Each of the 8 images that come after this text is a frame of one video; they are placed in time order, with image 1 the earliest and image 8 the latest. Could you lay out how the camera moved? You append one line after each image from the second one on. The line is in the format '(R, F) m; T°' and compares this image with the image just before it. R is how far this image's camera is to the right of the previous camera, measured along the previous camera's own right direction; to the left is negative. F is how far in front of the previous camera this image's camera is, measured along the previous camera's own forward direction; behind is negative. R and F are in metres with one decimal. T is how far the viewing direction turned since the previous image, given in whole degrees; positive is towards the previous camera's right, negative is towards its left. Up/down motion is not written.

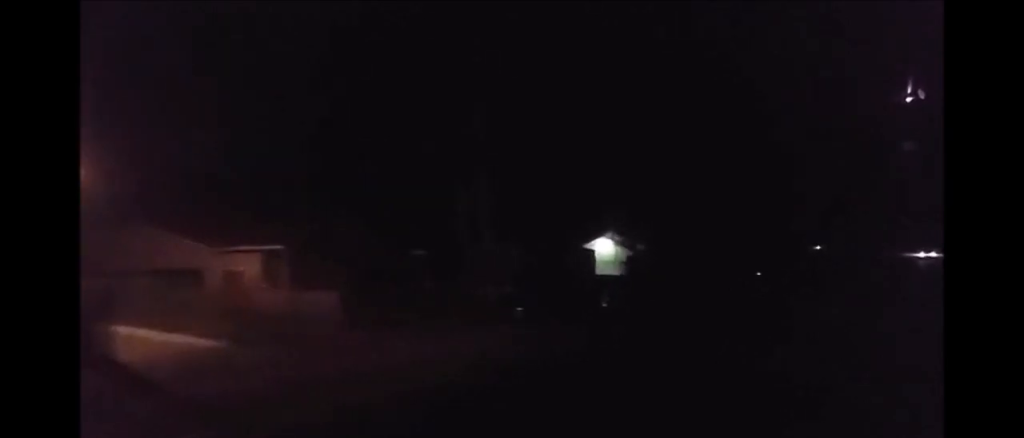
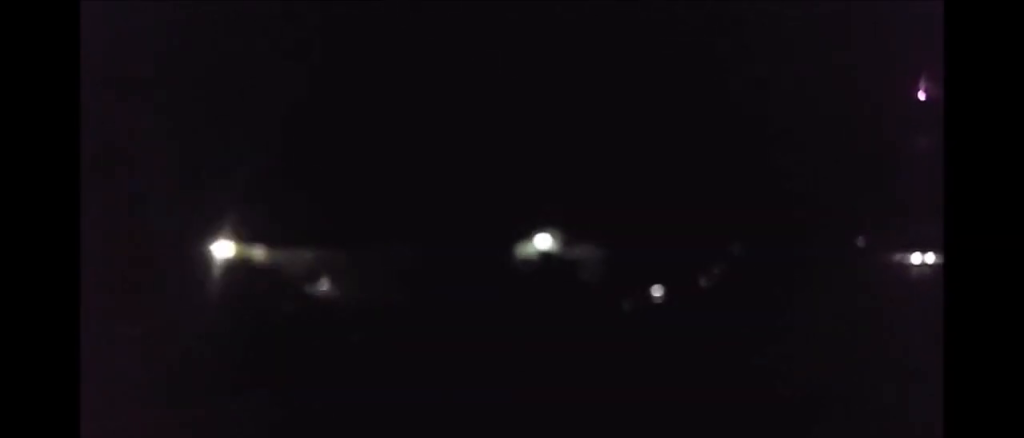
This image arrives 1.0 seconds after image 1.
(+0.1, +12.2) m; +1°
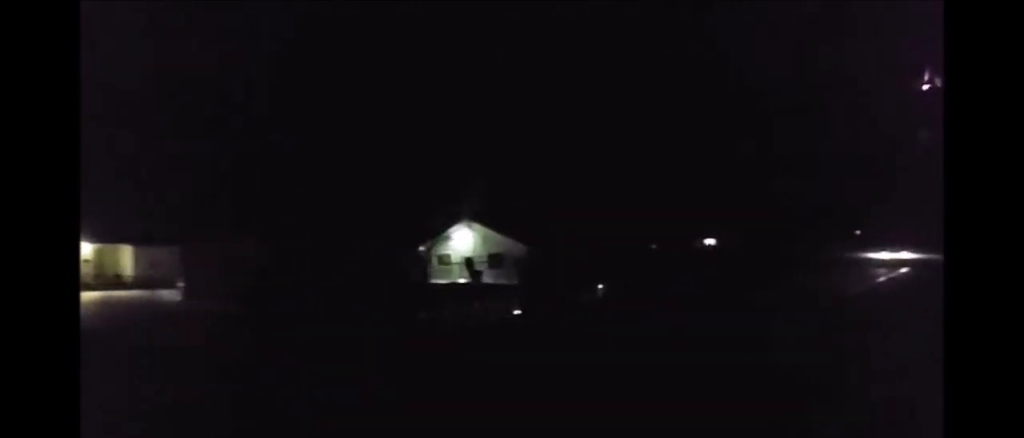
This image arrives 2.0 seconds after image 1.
(0.0, +11.8) m; 0°
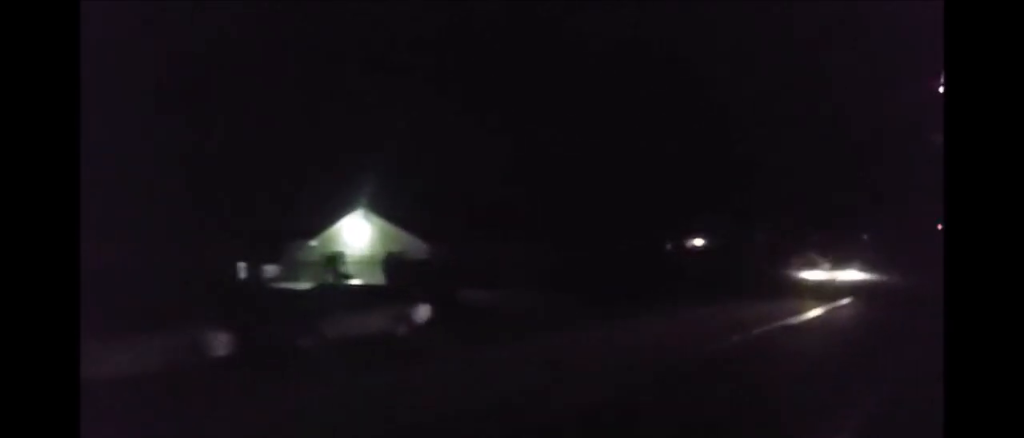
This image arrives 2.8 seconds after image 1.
(0.0, +10.5) m; -1°
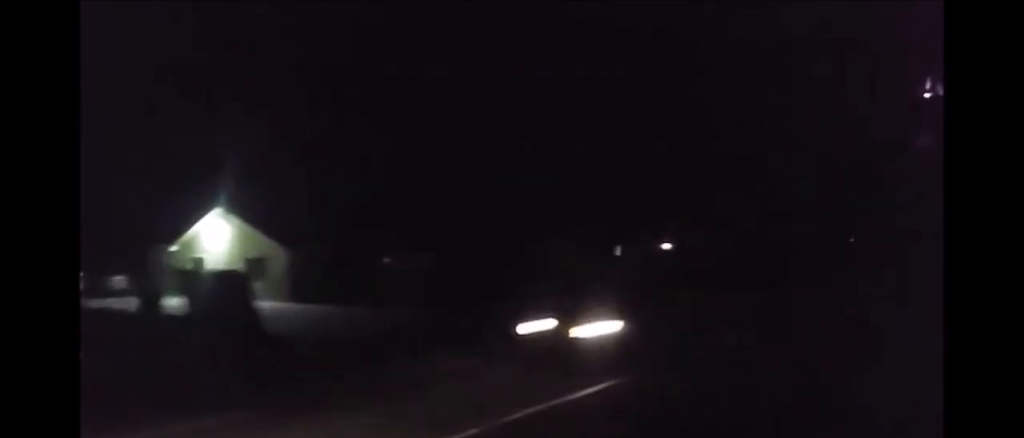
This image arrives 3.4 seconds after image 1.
(0.0, +8.4) m; -1°
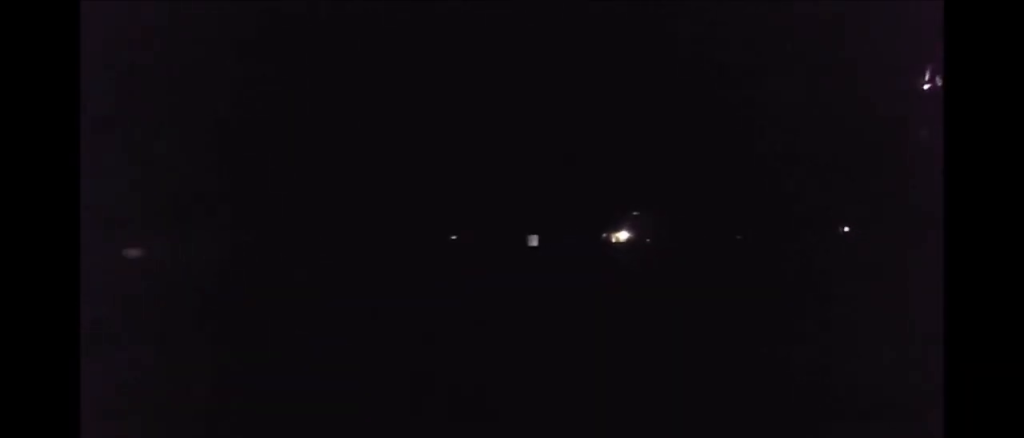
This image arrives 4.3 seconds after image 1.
(-0.4, +12.1) m; 0°
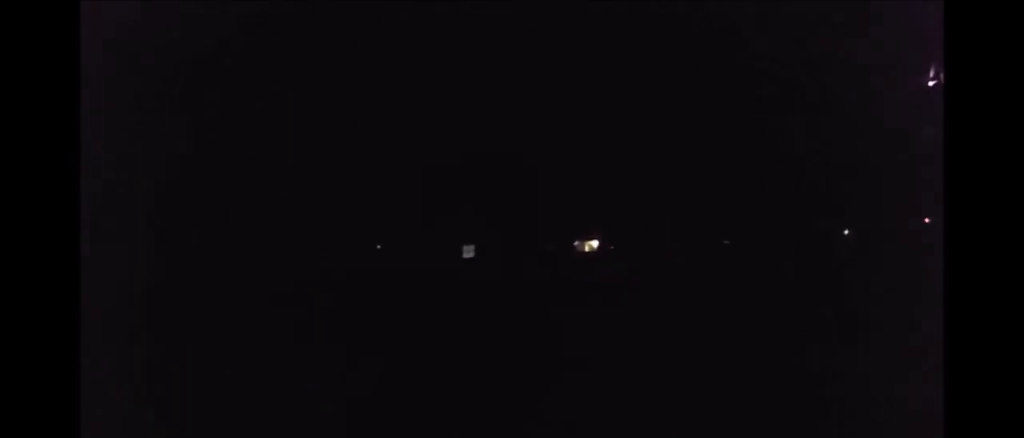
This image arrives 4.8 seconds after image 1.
(+0.3, +7.0) m; +1°
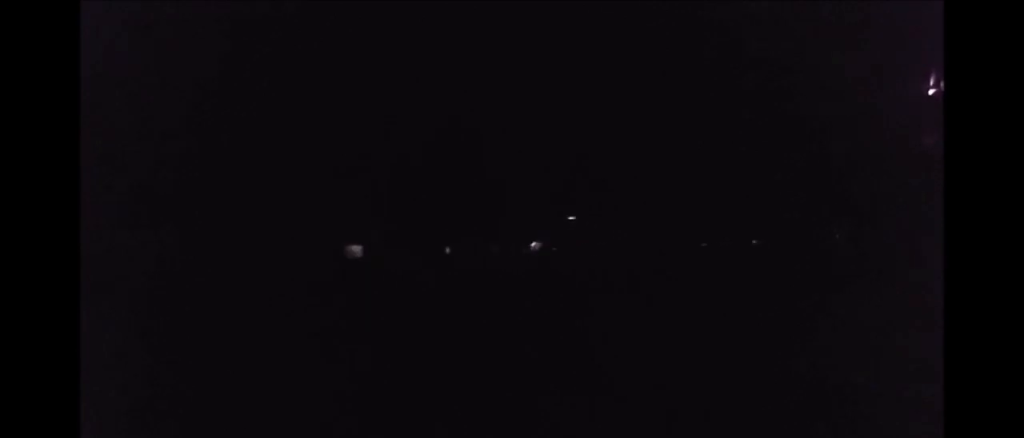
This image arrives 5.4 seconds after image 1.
(+0.1, +8.9) m; +1°
